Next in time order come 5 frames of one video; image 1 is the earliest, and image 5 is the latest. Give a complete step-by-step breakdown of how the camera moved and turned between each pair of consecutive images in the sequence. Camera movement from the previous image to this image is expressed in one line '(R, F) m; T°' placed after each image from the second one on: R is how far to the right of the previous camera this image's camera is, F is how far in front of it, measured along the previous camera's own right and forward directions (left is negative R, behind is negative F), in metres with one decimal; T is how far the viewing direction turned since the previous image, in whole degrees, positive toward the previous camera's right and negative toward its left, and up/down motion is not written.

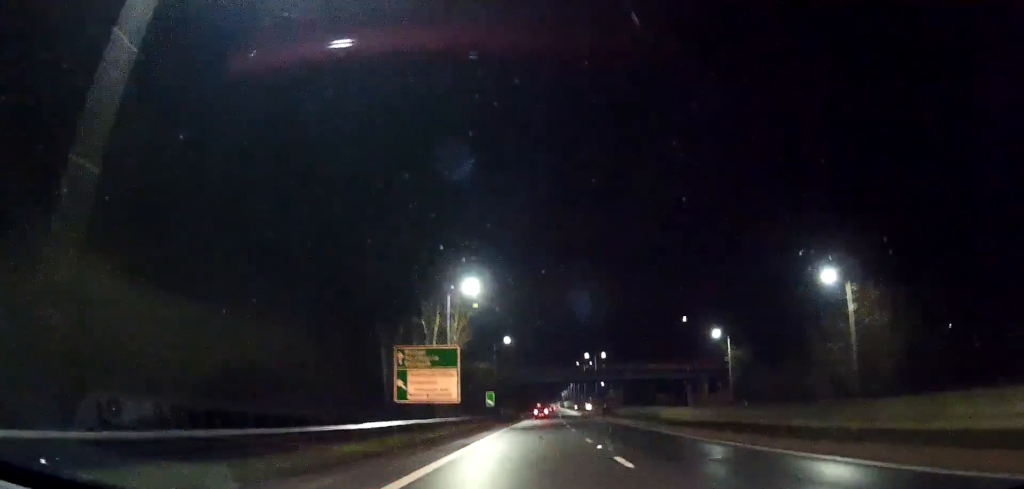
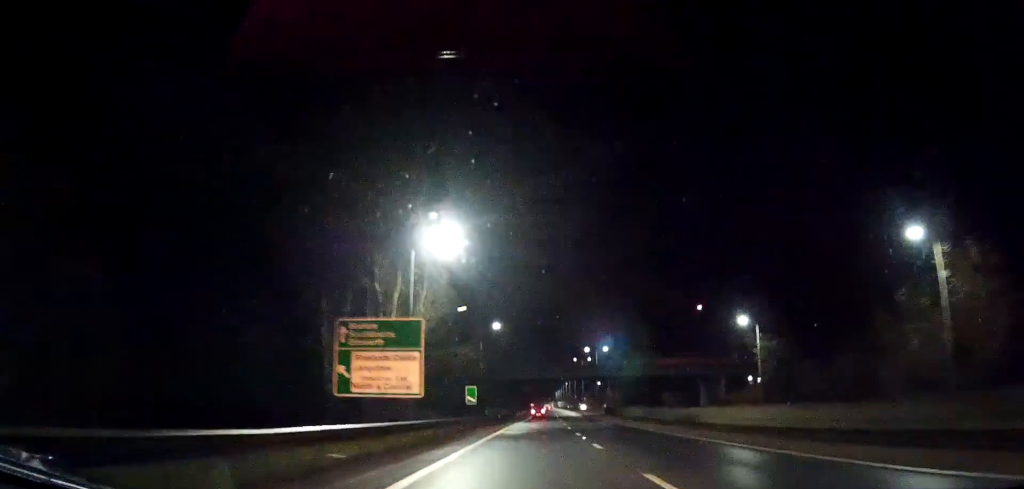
(0.0, +12.8) m; 0°
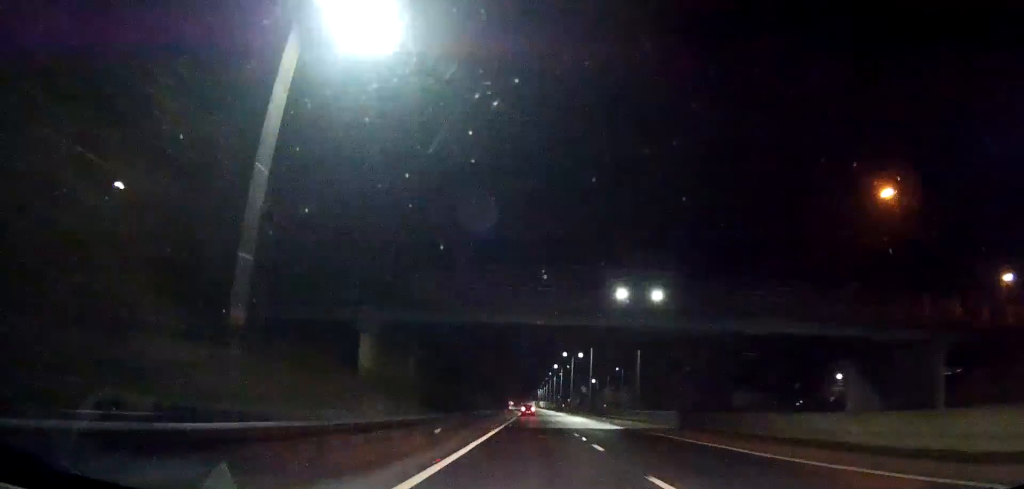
(+0.8, +54.0) m; +2°
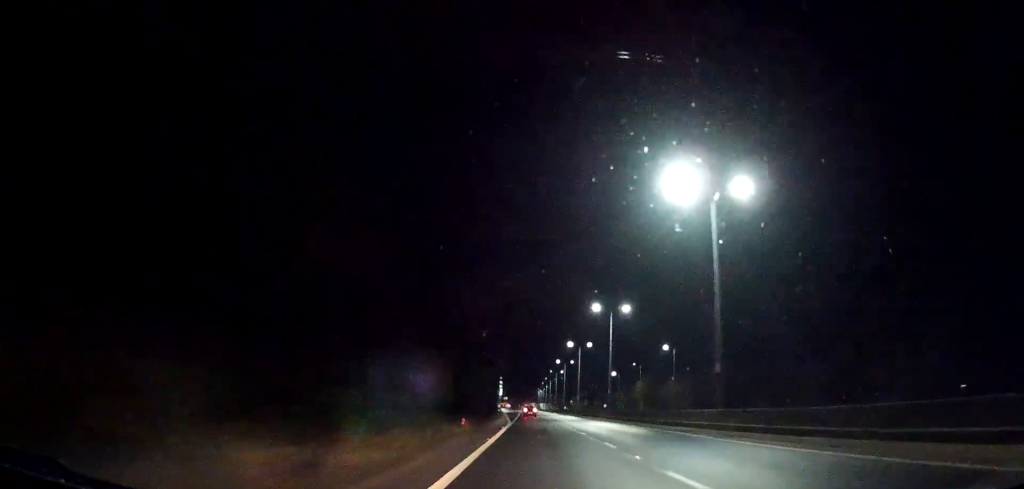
(+1.7, +62.6) m; +1°
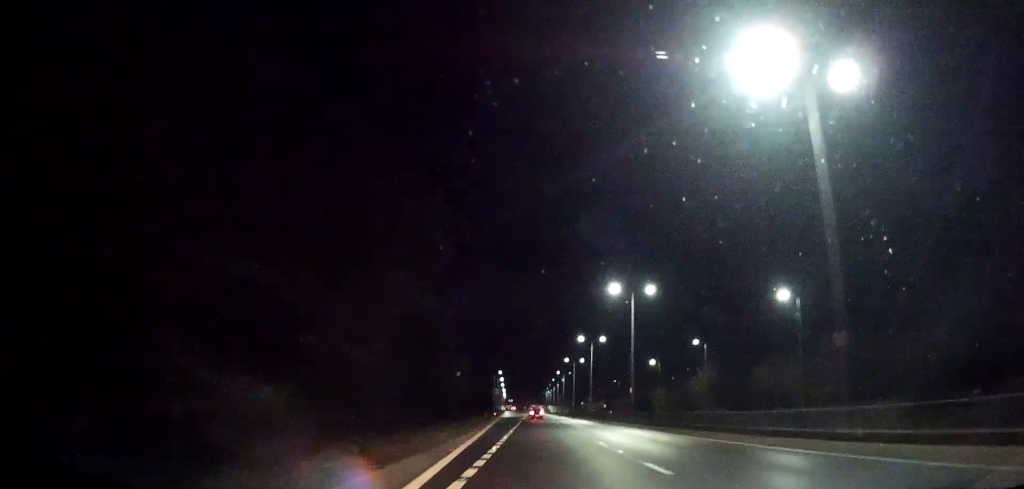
(-0.5, +51.1) m; -1°
